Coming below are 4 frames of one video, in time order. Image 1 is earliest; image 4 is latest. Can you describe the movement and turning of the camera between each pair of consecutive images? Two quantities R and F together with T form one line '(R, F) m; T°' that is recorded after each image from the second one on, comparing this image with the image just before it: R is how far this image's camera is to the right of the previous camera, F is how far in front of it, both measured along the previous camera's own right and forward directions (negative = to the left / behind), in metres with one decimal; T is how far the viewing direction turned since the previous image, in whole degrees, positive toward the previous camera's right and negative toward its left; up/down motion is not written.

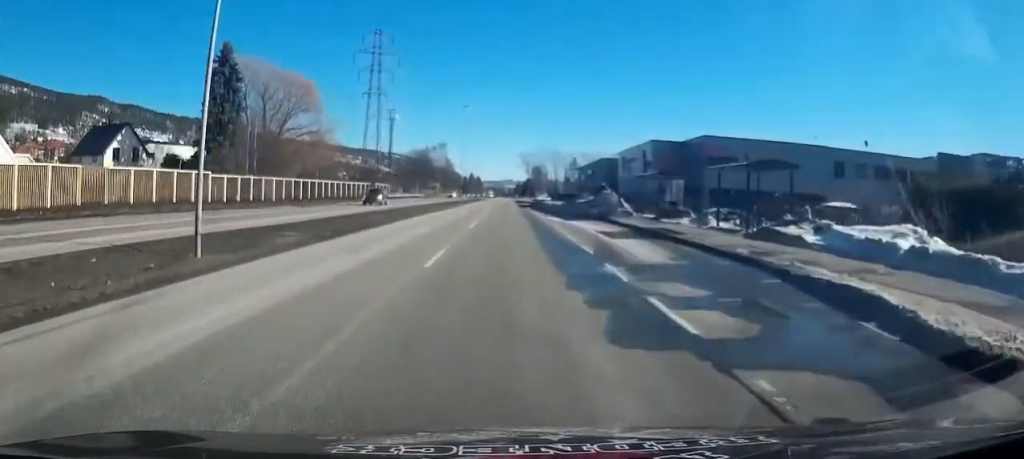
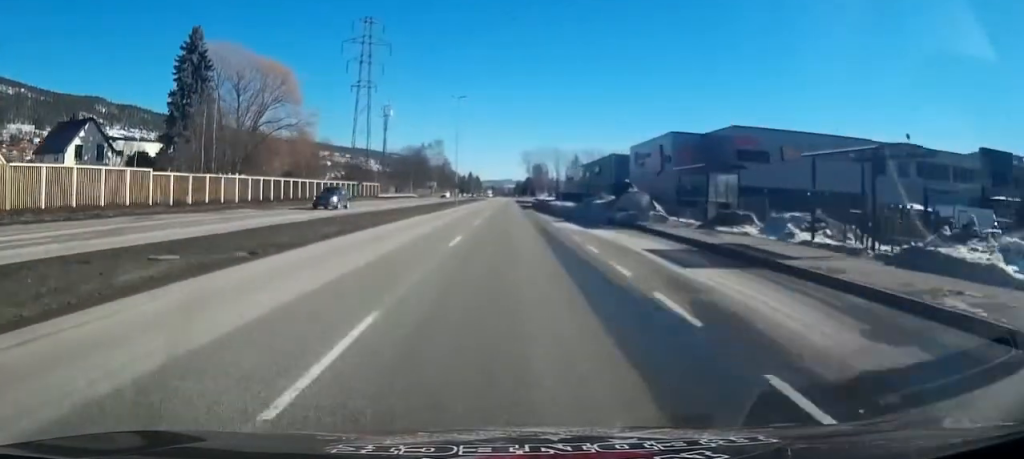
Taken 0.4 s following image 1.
(-0.1, +8.0) m; 0°
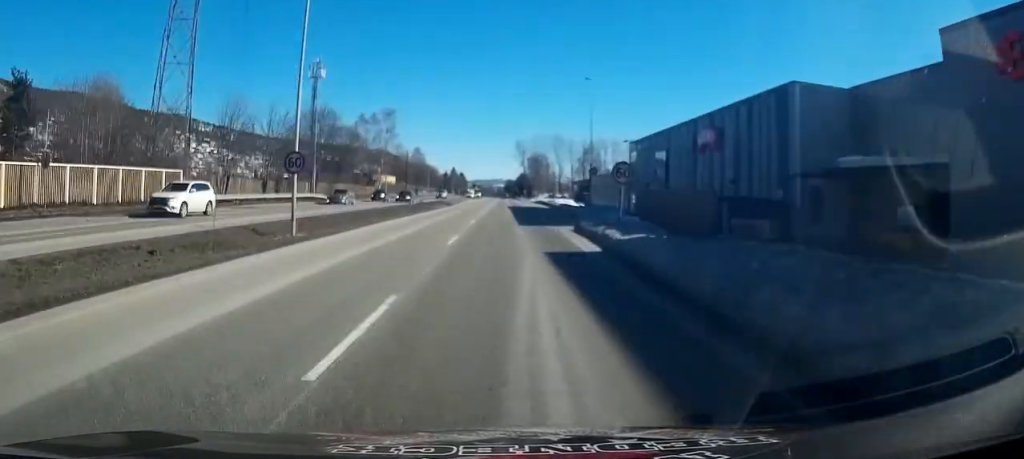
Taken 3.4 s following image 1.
(+2.1, +60.0) m; +3°
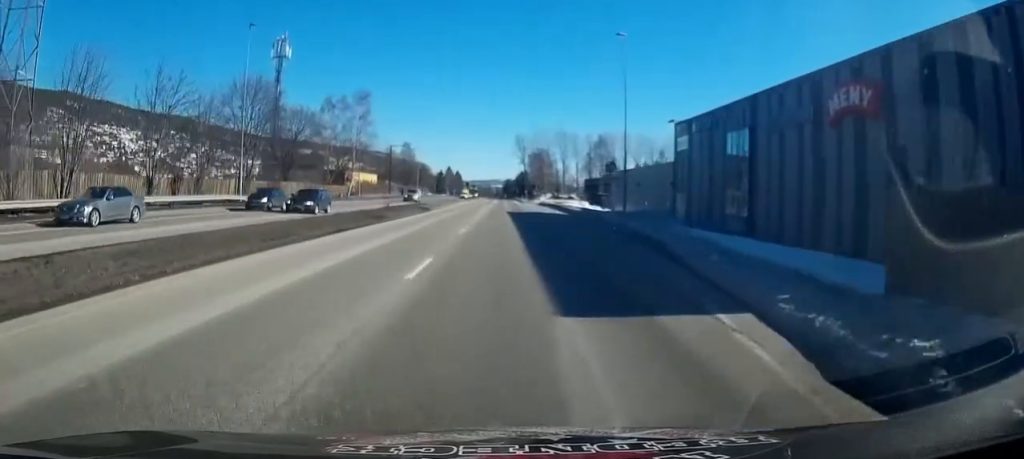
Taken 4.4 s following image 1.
(-0.3, +19.6) m; -2°
